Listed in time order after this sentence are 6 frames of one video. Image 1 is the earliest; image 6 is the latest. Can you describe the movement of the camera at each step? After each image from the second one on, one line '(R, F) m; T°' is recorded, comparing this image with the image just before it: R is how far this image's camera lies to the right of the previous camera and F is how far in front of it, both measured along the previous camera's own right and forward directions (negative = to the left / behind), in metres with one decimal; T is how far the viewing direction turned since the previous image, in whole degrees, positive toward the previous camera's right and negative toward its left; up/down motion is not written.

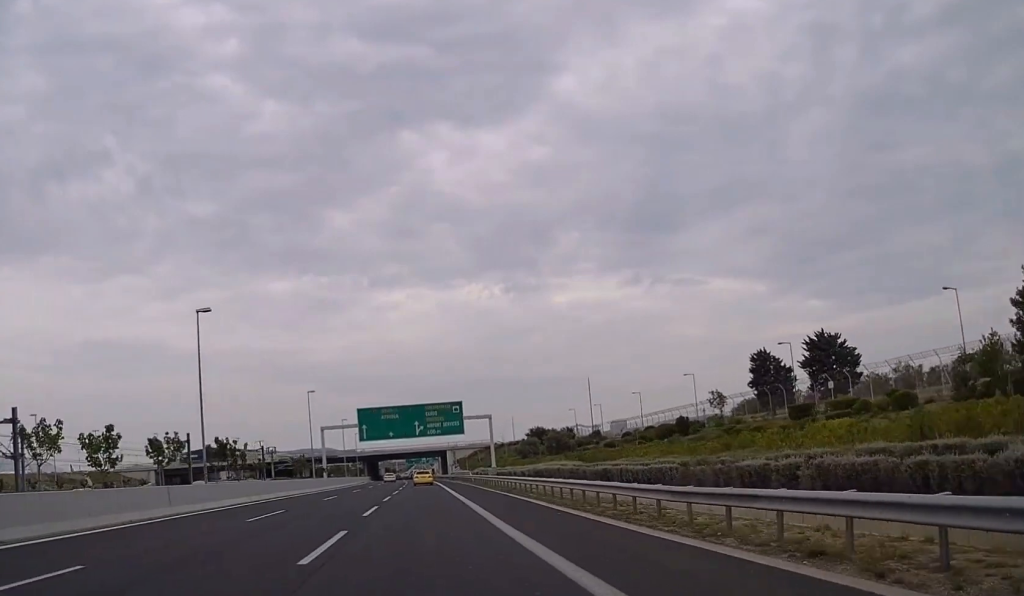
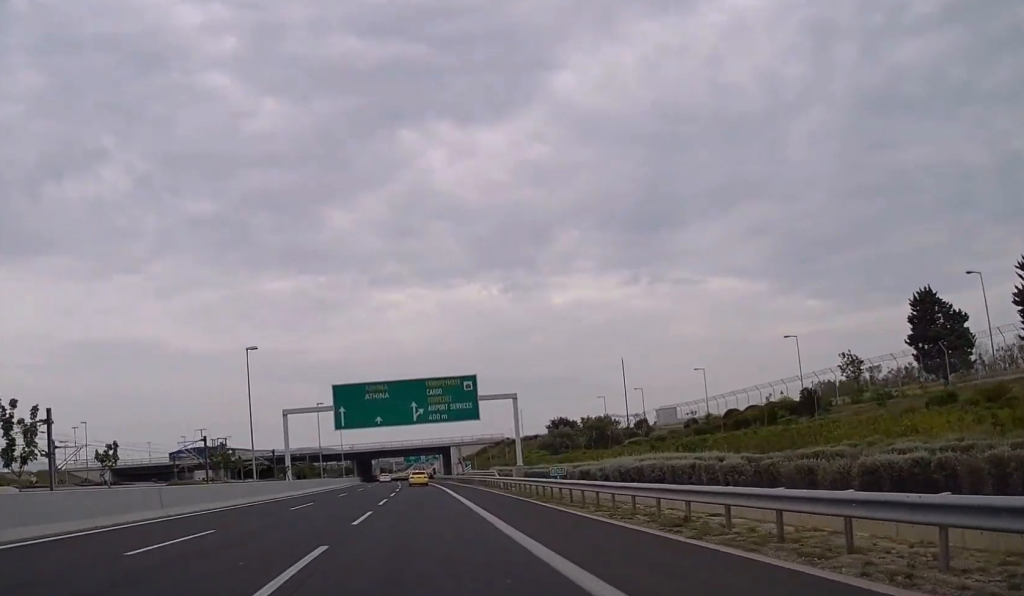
(0.0, +28.5) m; 0°
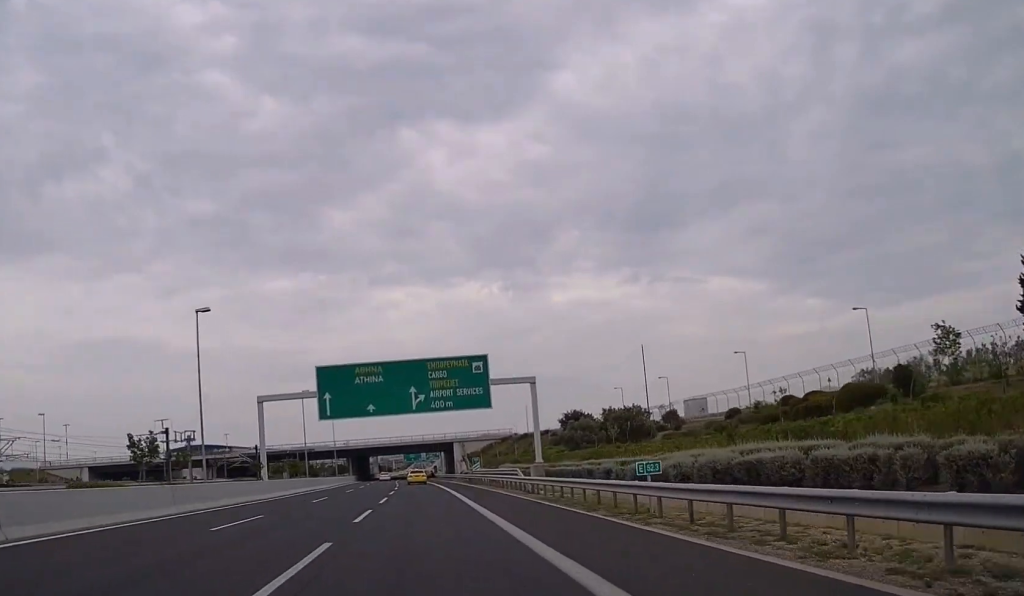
(+0.1, +11.6) m; 0°
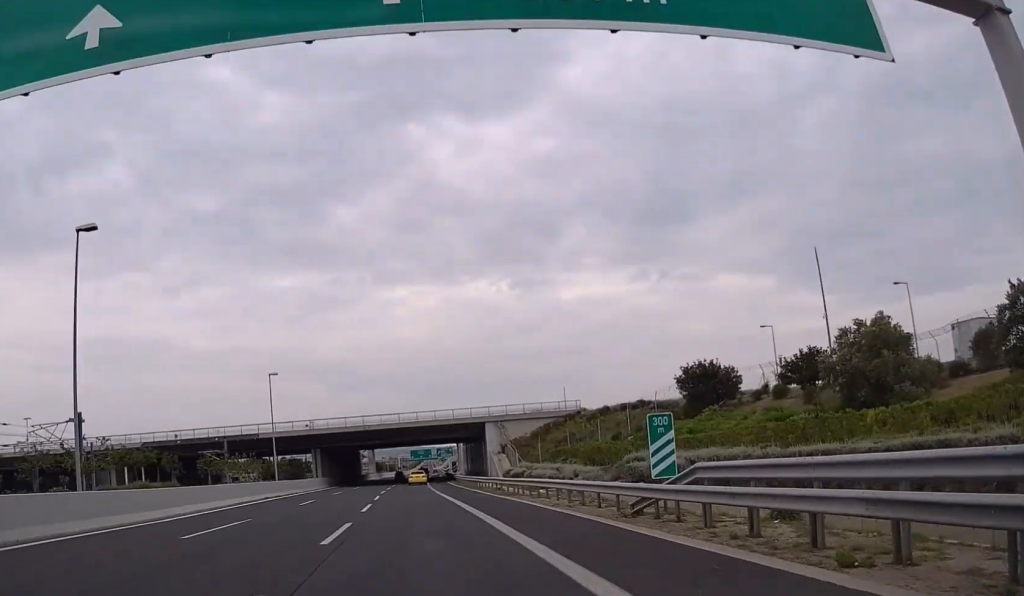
(-0.2, +56.4) m; 0°
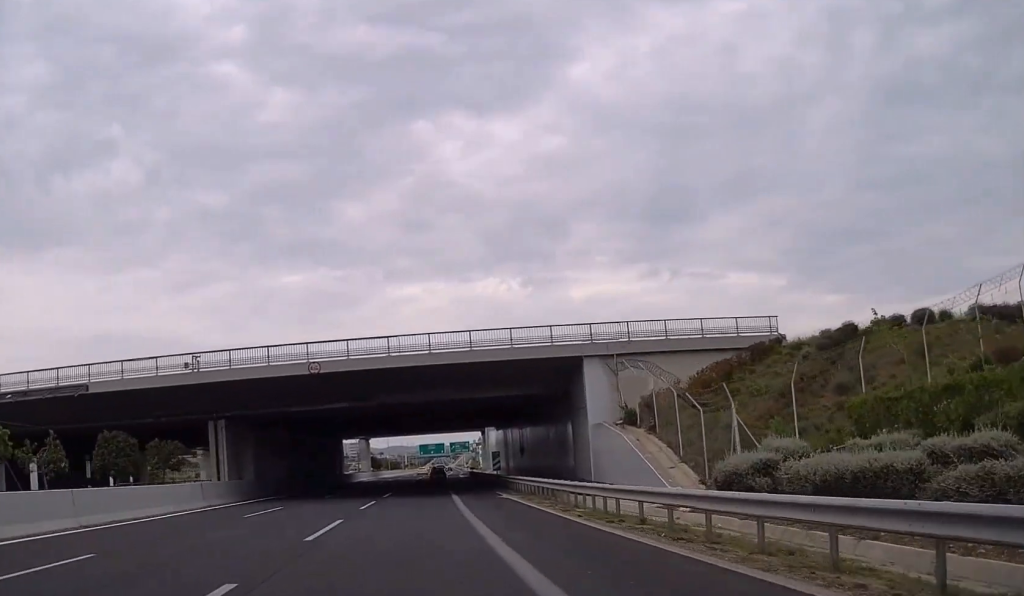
(-0.2, +47.7) m; -1°
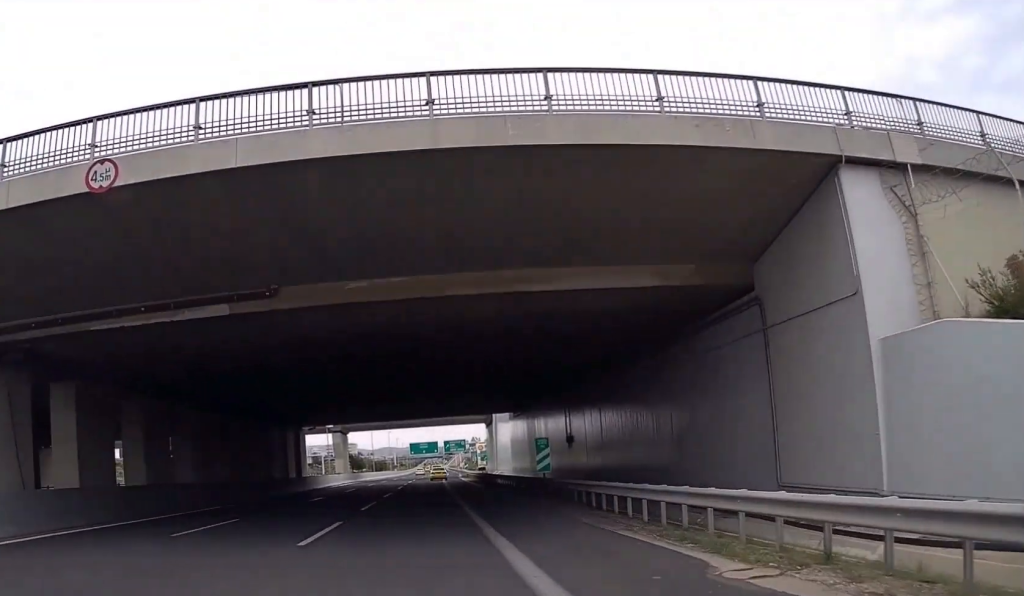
(-0.1, +26.1) m; 0°
